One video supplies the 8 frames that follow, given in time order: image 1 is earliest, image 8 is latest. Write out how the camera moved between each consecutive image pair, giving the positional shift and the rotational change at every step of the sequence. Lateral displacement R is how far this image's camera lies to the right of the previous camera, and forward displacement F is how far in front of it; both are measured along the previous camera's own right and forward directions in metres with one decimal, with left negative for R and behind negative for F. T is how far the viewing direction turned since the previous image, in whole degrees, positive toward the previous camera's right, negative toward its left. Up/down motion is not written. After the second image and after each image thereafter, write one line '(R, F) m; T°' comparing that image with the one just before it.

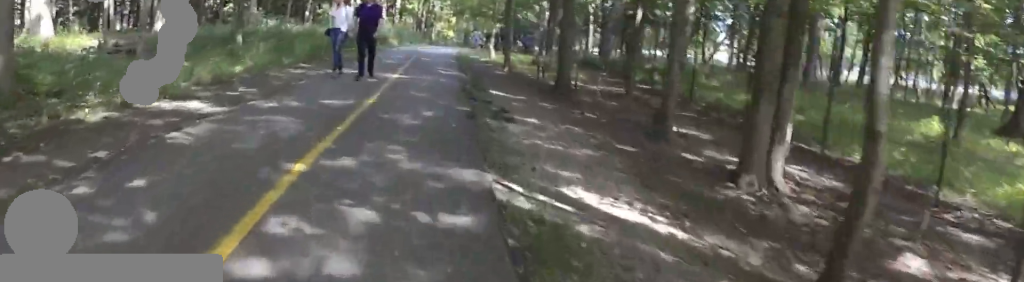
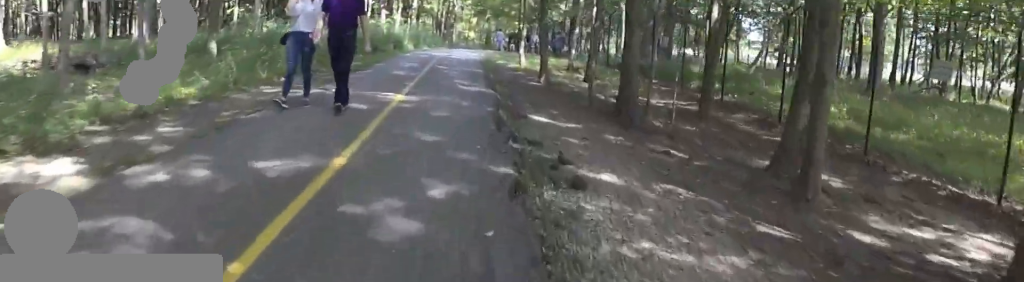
(0.0, +3.1) m; 0°
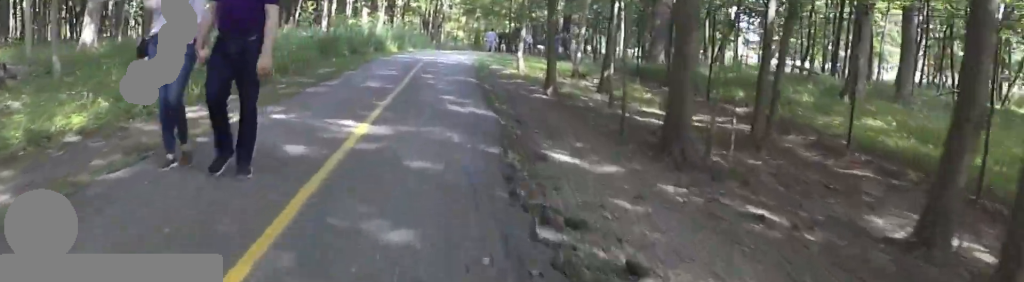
(0.0, +2.4) m; 0°
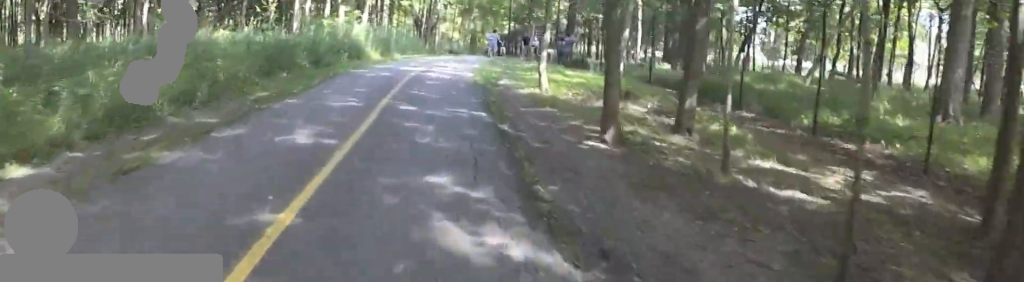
(0.0, +4.3) m; 0°
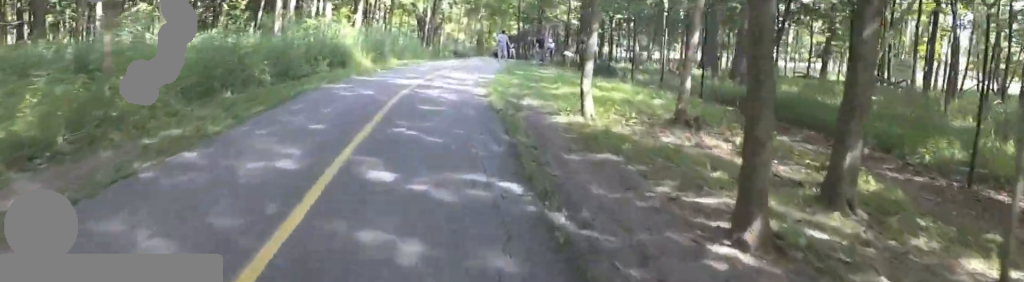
(0.0, +3.3) m; 0°
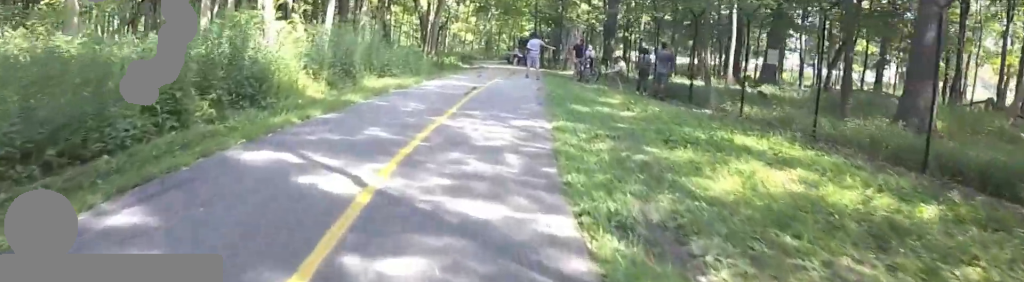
(0.0, +7.3) m; 0°
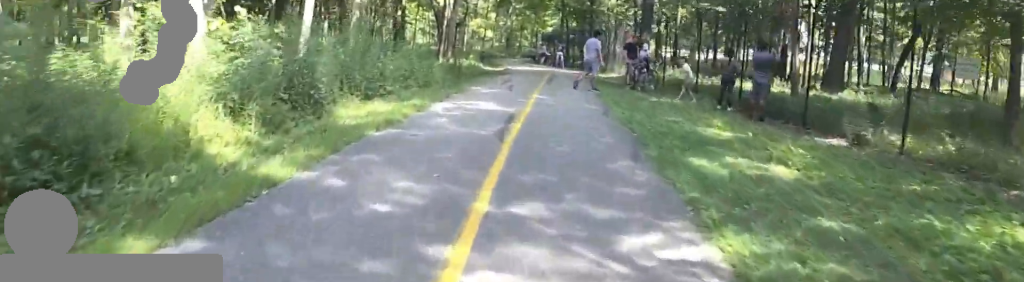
(0.0, +5.0) m; 0°
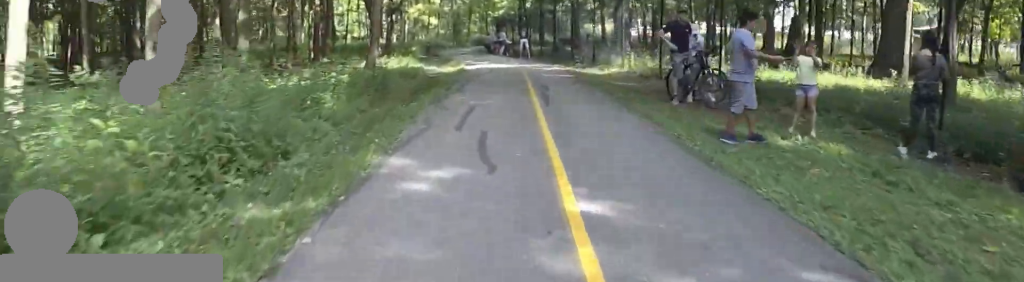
(0.0, +9.2) m; 0°
